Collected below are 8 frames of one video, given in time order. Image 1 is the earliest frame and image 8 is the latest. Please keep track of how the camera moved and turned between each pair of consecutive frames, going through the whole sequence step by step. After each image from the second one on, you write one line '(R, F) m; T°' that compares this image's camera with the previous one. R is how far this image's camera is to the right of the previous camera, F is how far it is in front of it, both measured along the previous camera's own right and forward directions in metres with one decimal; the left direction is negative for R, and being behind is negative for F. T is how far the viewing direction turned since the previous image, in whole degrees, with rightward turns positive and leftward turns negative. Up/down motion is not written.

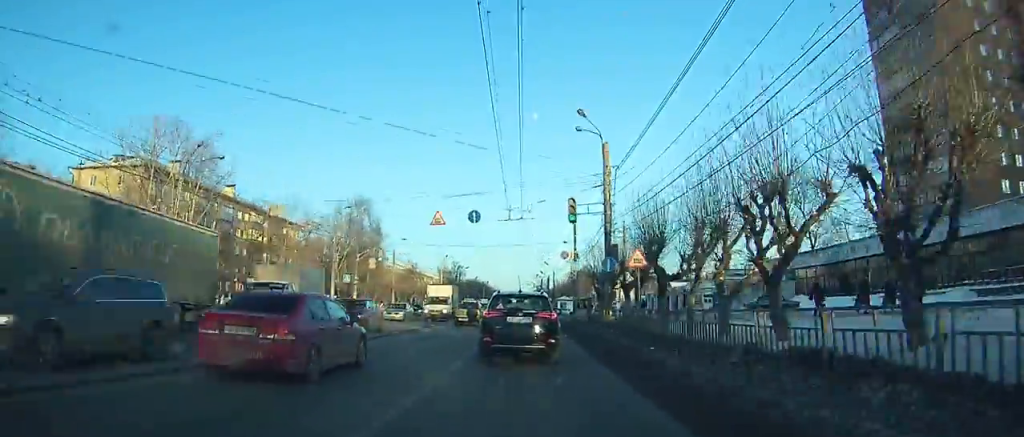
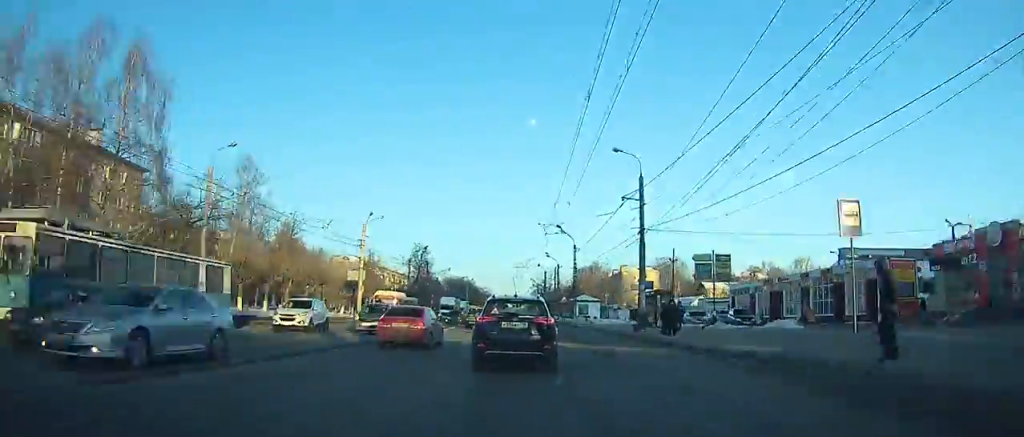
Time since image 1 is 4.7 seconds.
(+0.2, +59.3) m; 0°
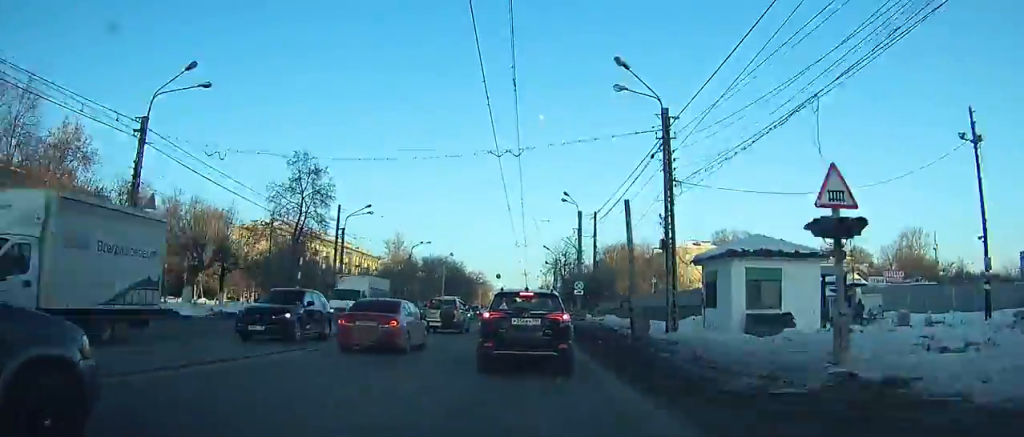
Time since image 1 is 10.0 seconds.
(+0.2, +65.8) m; 0°
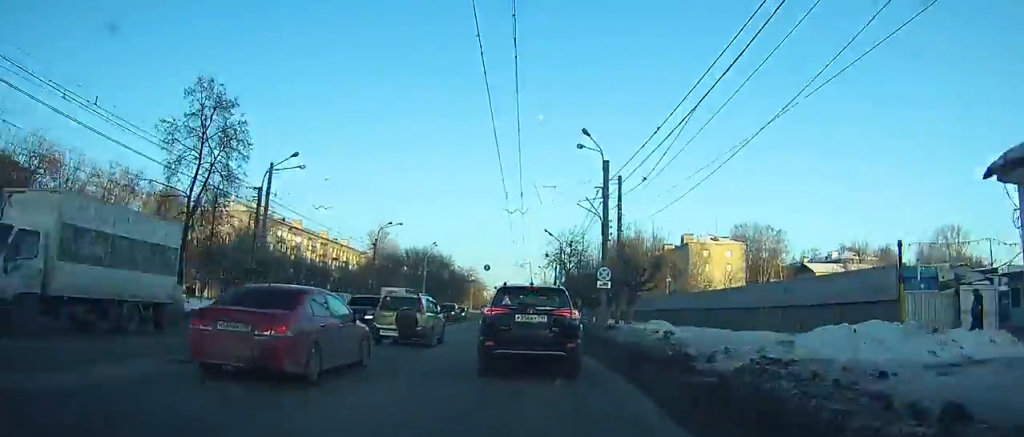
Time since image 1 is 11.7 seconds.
(+0.3, +19.6) m; -1°
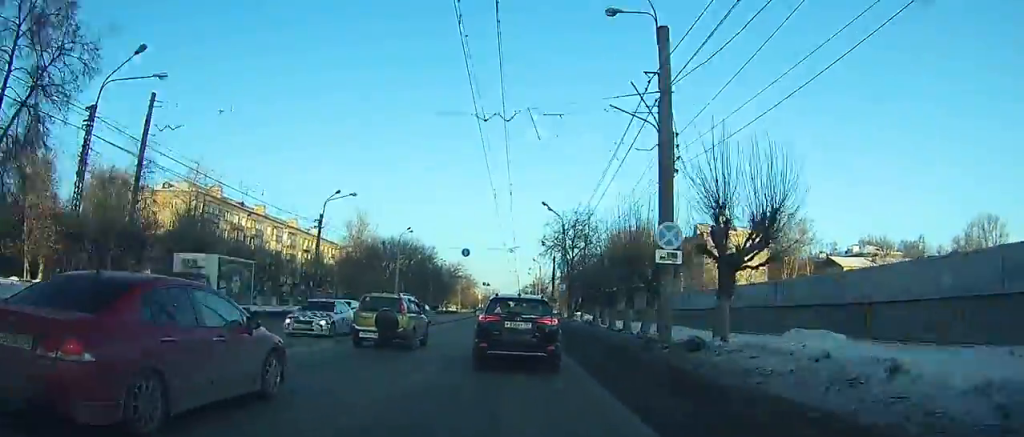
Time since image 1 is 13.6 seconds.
(-0.3, +21.1) m; -1°
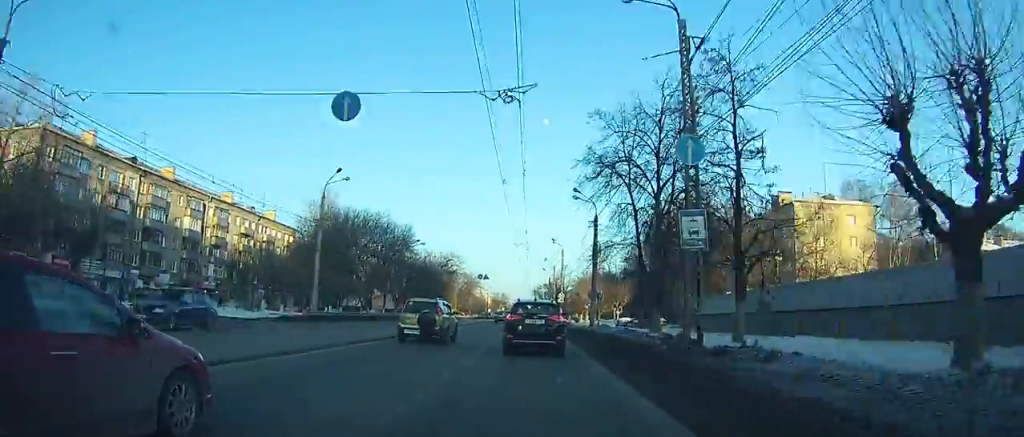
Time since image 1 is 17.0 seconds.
(-0.3, +37.6) m; 0°
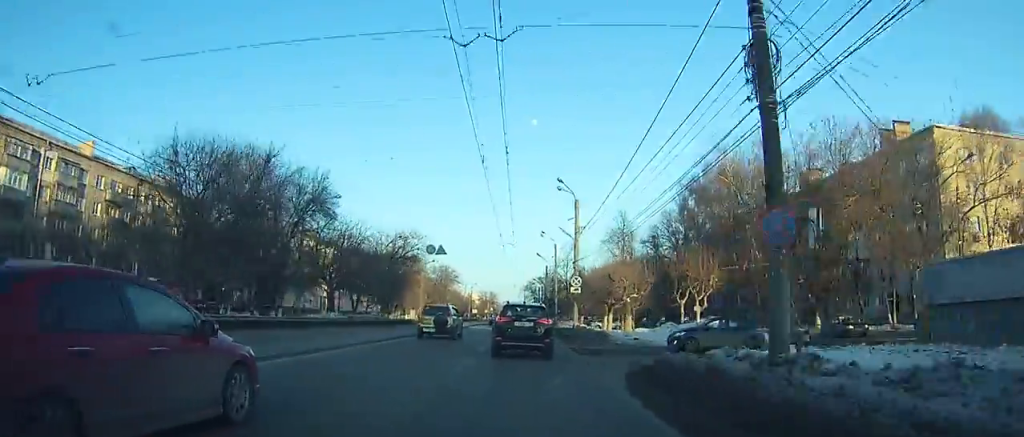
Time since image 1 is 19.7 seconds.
(+0.2, +30.6) m; 0°
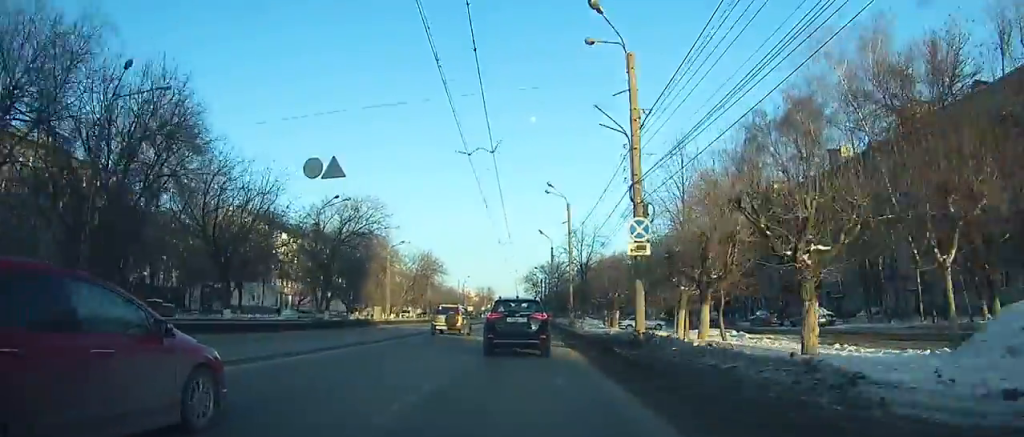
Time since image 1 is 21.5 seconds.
(0.0, +20.7) m; 0°
